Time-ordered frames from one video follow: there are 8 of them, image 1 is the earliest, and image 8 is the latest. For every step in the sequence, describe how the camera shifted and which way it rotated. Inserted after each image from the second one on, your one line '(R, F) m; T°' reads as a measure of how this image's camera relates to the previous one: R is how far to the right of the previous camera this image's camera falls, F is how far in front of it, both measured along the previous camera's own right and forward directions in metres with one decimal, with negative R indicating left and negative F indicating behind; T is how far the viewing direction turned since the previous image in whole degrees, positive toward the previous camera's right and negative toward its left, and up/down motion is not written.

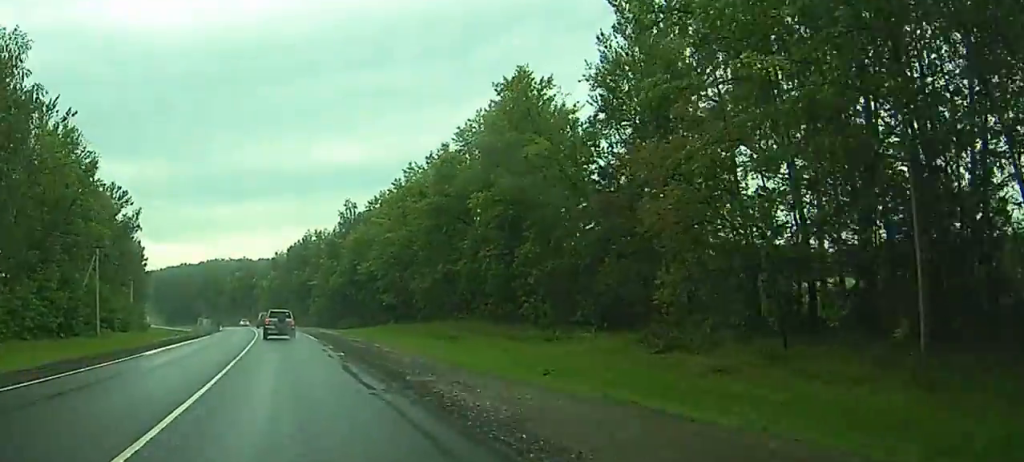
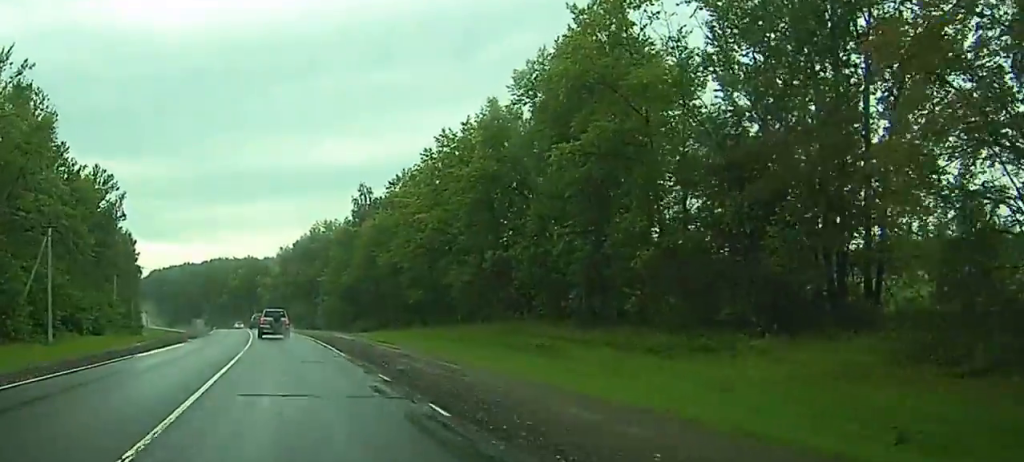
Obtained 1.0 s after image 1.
(-0.1, +18.7) m; 0°
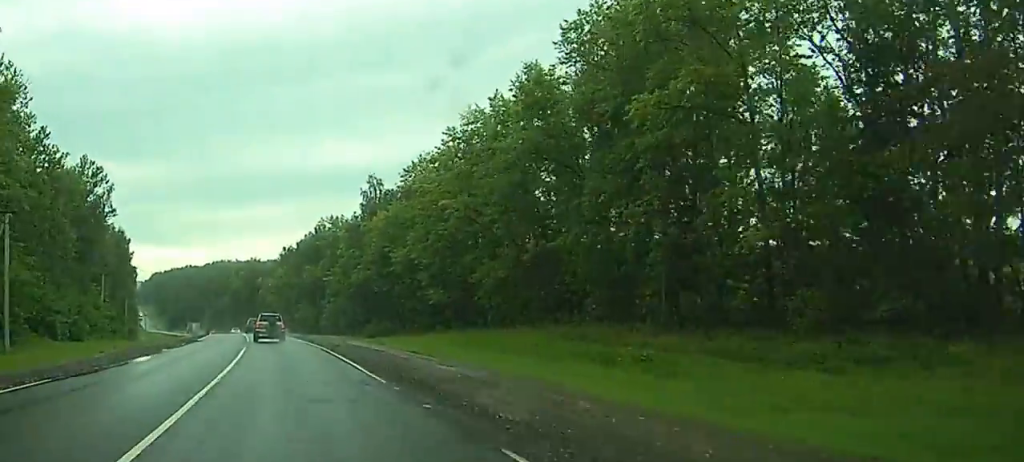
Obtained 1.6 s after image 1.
(0.0, +10.7) m; 0°
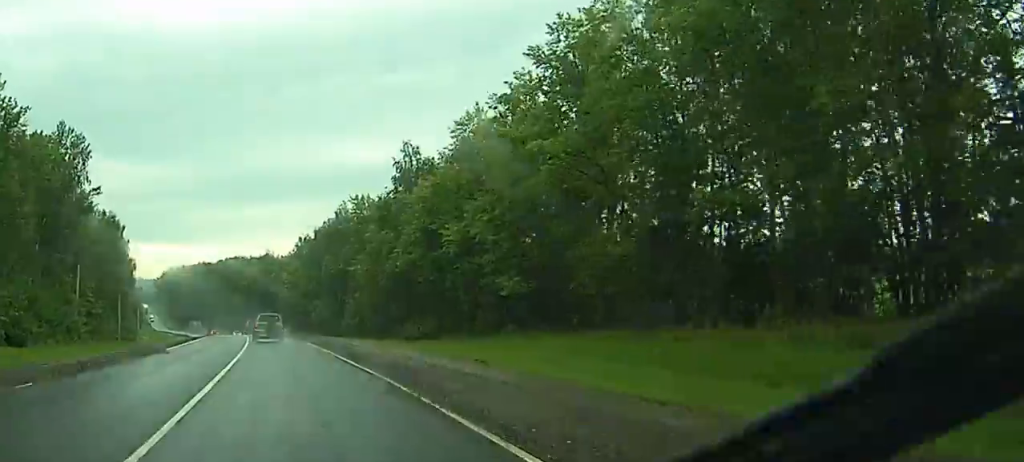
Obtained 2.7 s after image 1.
(-0.1, +21.8) m; -1°
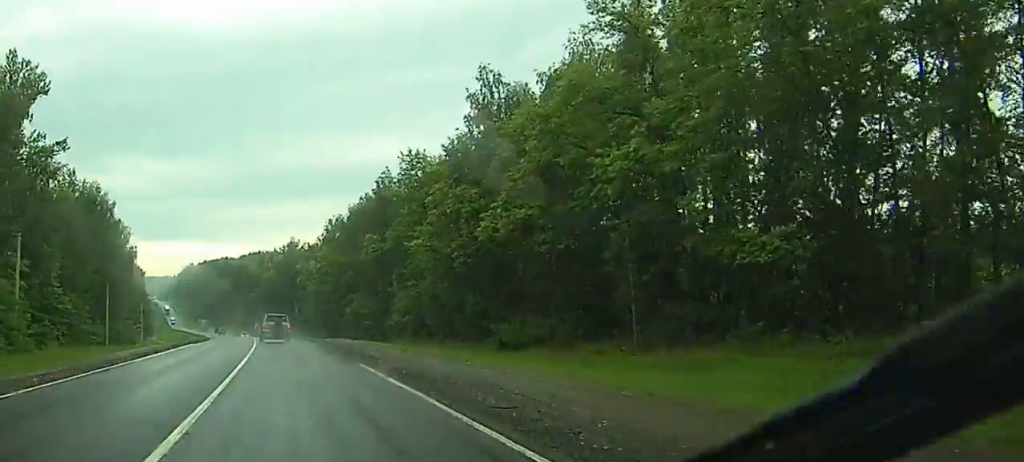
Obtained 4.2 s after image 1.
(-0.2, +29.6) m; 0°
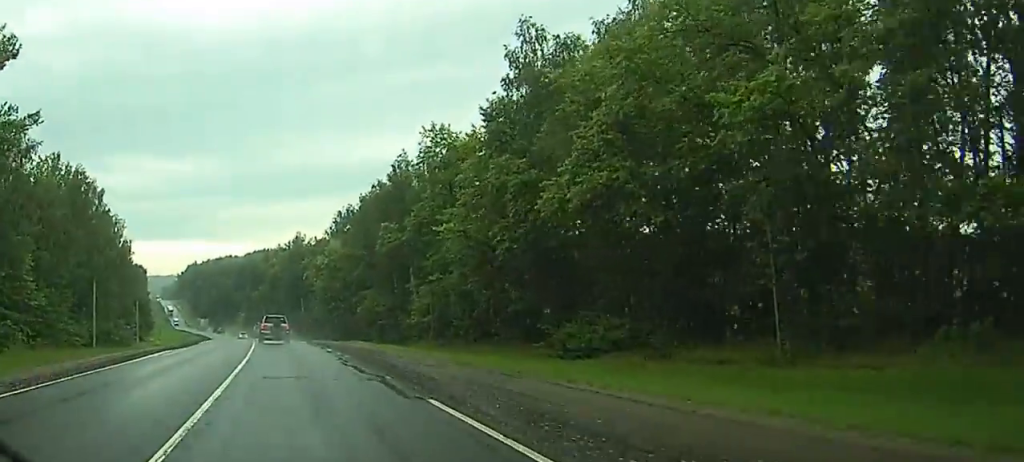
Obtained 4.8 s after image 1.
(0.0, +11.5) m; 0°
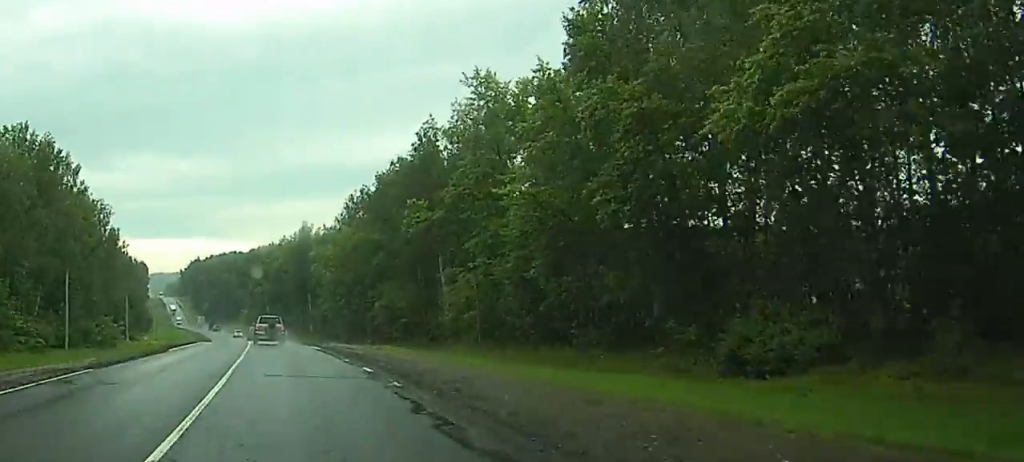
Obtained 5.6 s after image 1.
(0.0, +16.3) m; 0°
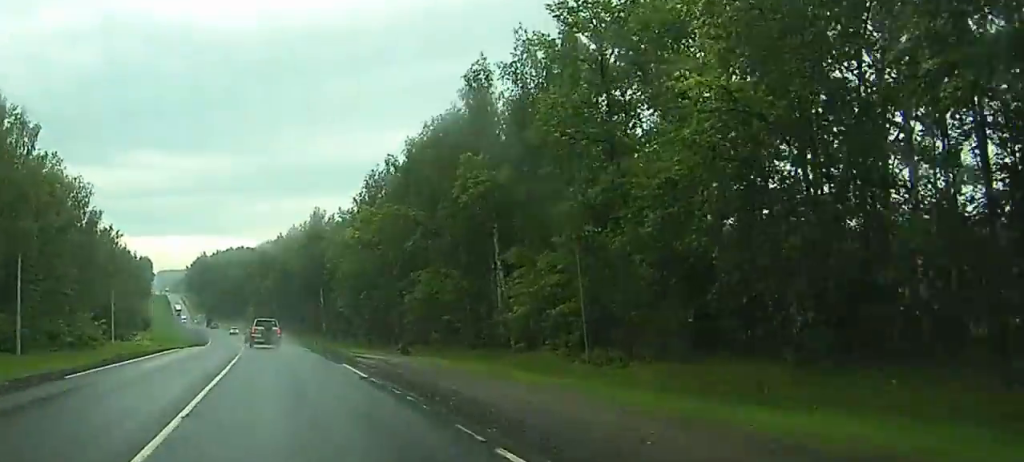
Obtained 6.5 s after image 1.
(-0.1, +20.0) m; -1°
